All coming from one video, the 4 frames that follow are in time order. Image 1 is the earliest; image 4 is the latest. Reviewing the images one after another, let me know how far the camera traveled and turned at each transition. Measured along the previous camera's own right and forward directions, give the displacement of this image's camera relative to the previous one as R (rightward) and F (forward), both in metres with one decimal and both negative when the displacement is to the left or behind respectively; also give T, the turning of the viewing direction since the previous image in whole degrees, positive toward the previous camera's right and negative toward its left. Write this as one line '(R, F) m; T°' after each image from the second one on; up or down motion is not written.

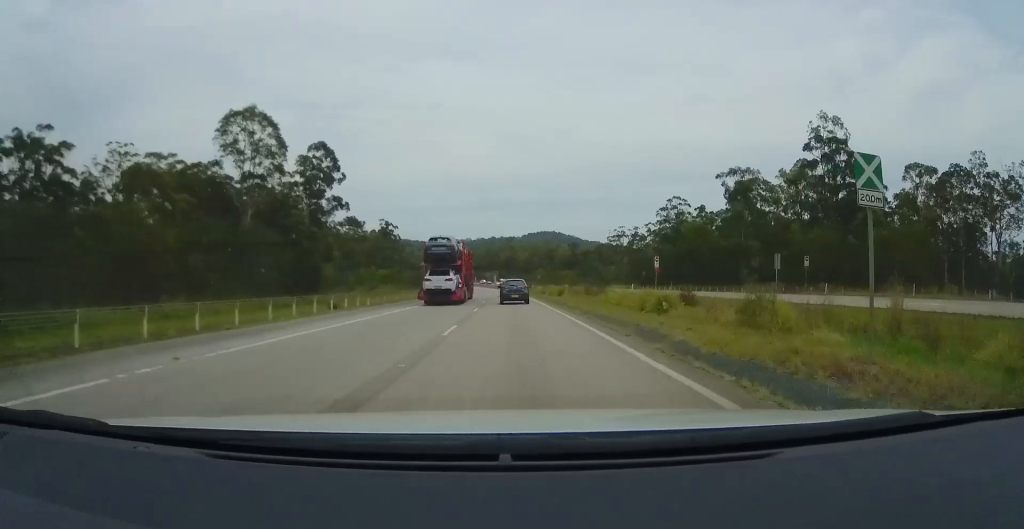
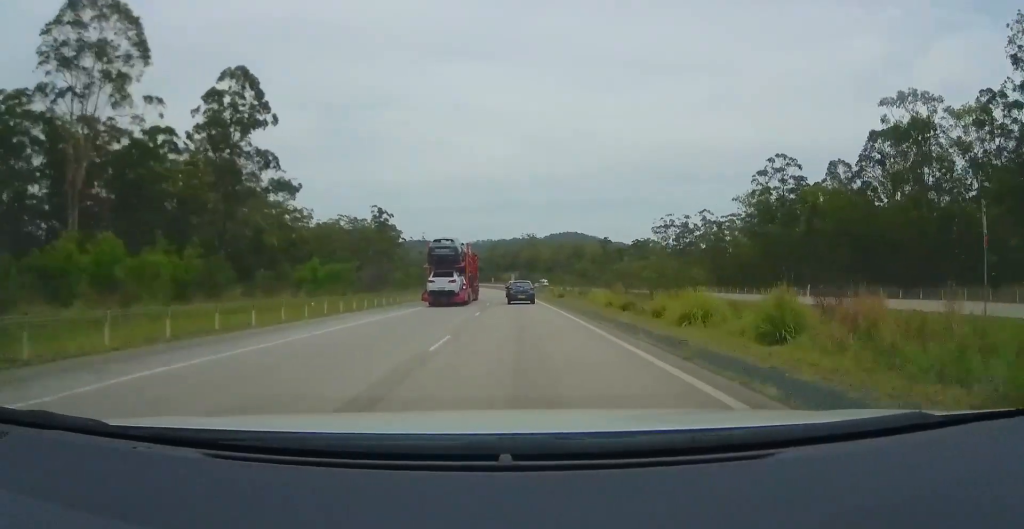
(-0.9, +39.1) m; -3°
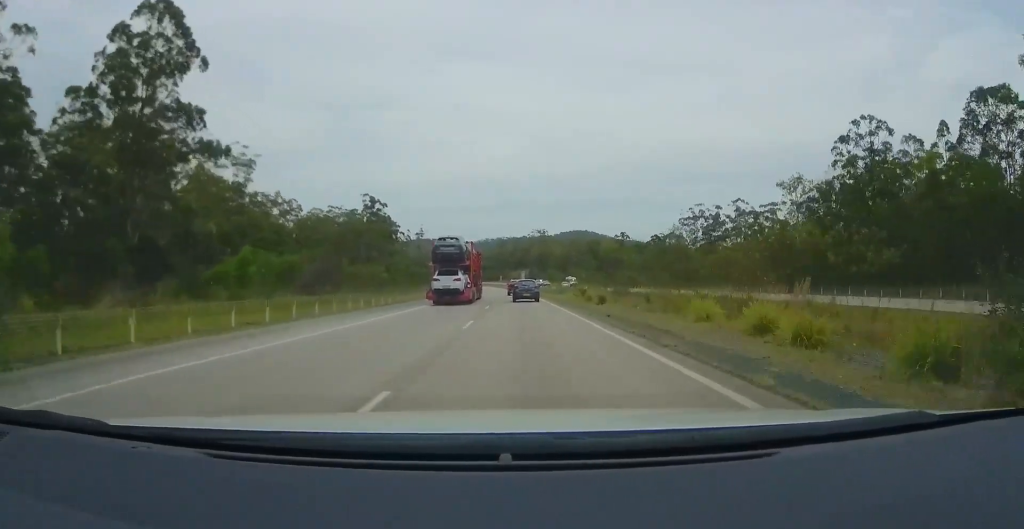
(-0.3, +19.6) m; -1°
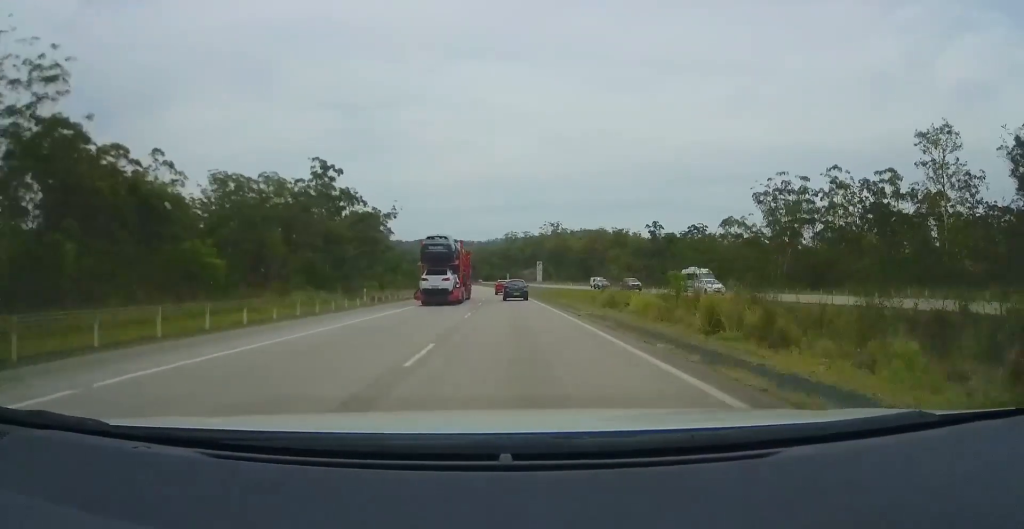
(-1.0, +42.6) m; -1°
